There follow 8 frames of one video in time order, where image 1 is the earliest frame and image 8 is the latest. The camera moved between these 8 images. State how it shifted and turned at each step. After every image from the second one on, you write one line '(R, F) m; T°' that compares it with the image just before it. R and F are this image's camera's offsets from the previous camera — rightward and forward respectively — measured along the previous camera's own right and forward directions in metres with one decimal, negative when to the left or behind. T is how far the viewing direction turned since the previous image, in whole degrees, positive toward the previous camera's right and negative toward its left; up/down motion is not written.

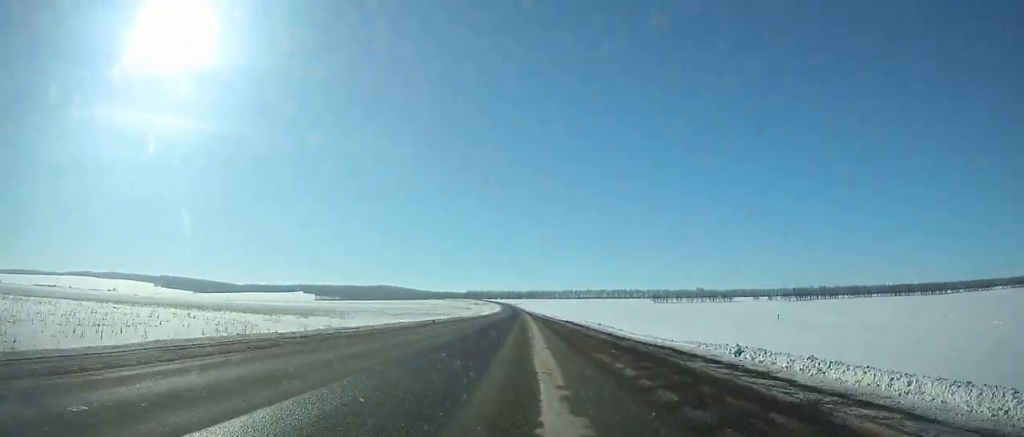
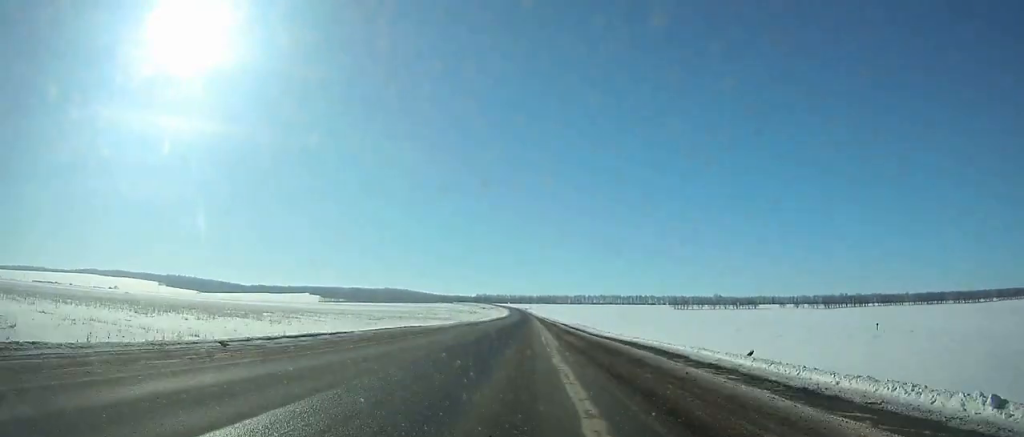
(-0.3, +41.0) m; 0°
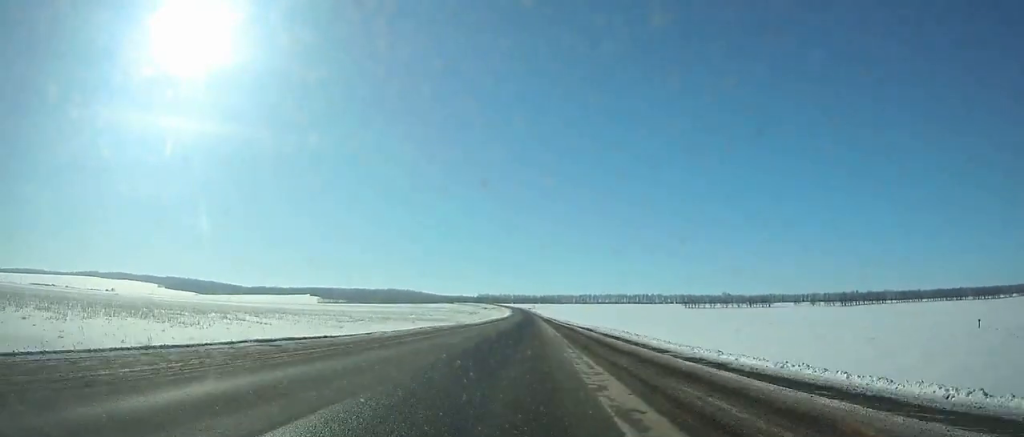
(-0.2, +27.5) m; 0°
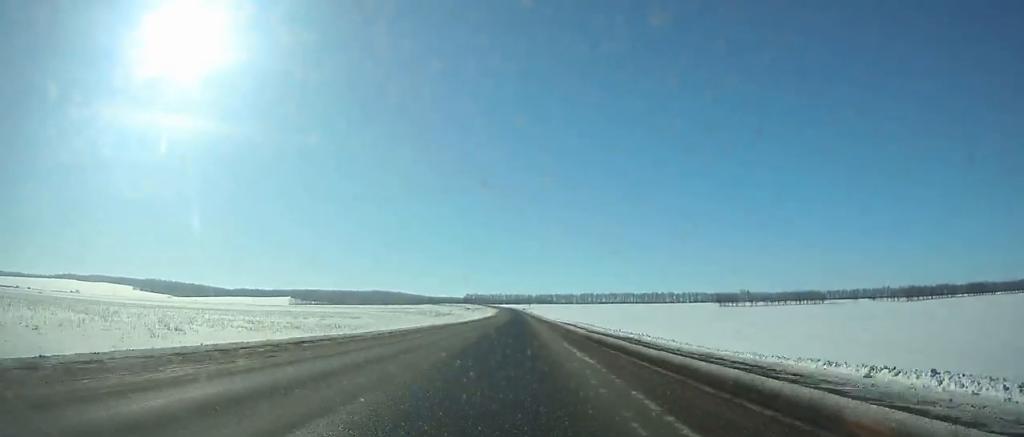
(-0.4, +118.7) m; -1°
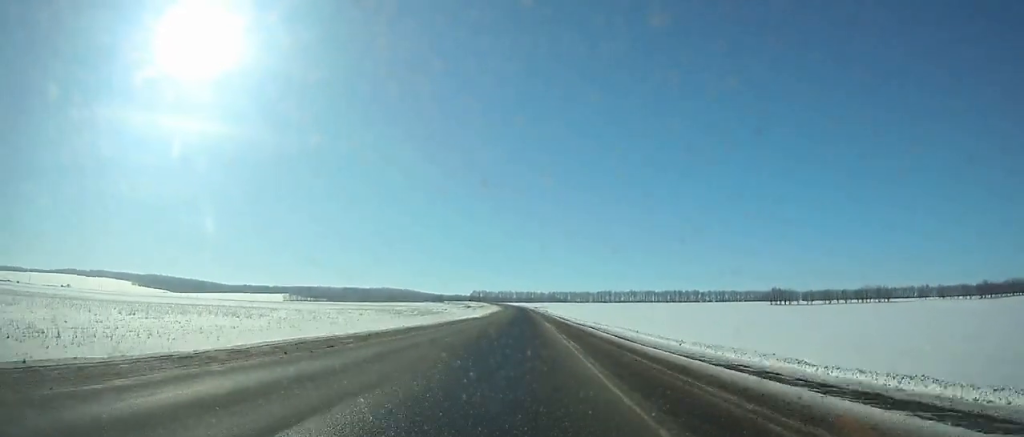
(-0.4, +75.3) m; -1°
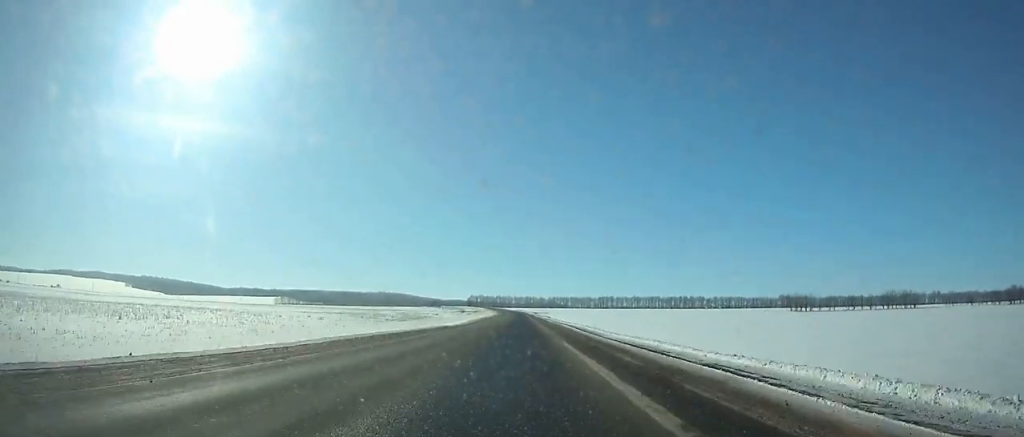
(0.0, +30.7) m; 0°
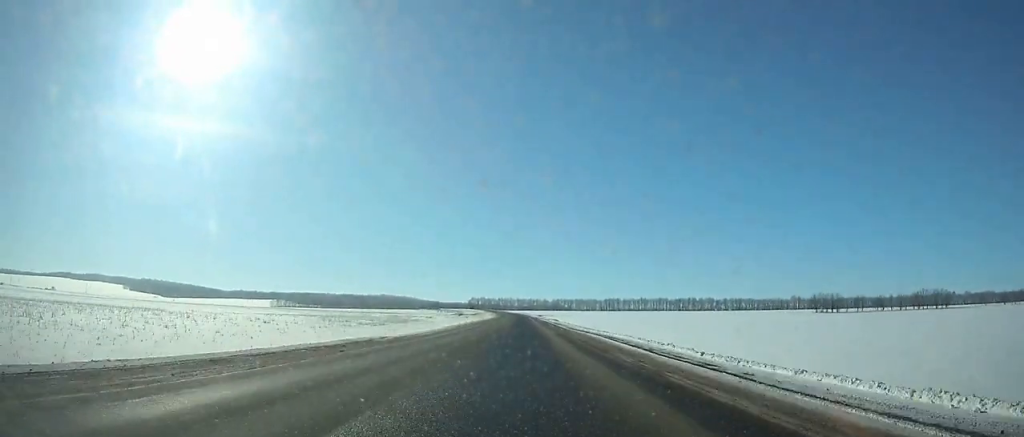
(-0.2, +28.3) m; 0°
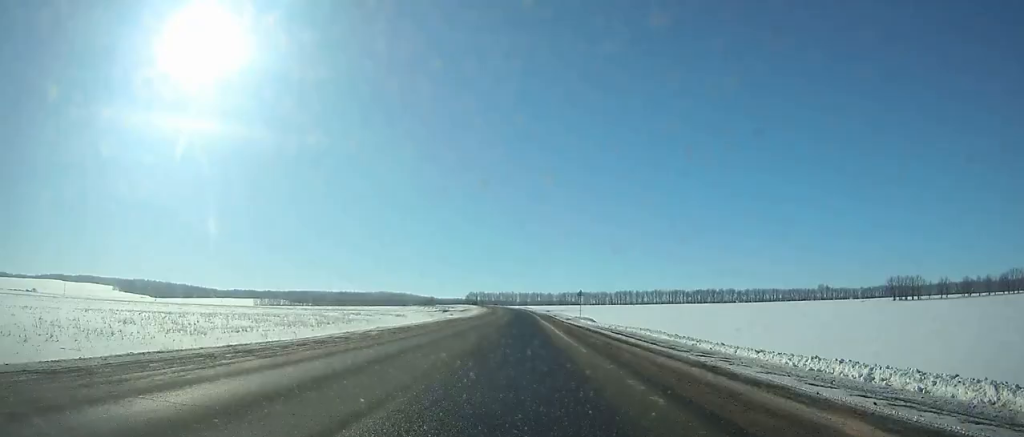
(-0.3, +70.8) m; -1°
